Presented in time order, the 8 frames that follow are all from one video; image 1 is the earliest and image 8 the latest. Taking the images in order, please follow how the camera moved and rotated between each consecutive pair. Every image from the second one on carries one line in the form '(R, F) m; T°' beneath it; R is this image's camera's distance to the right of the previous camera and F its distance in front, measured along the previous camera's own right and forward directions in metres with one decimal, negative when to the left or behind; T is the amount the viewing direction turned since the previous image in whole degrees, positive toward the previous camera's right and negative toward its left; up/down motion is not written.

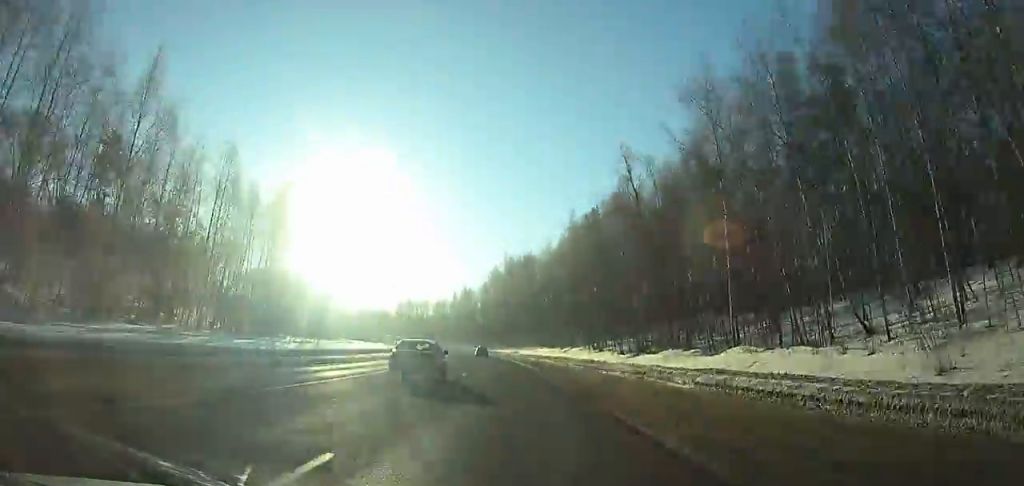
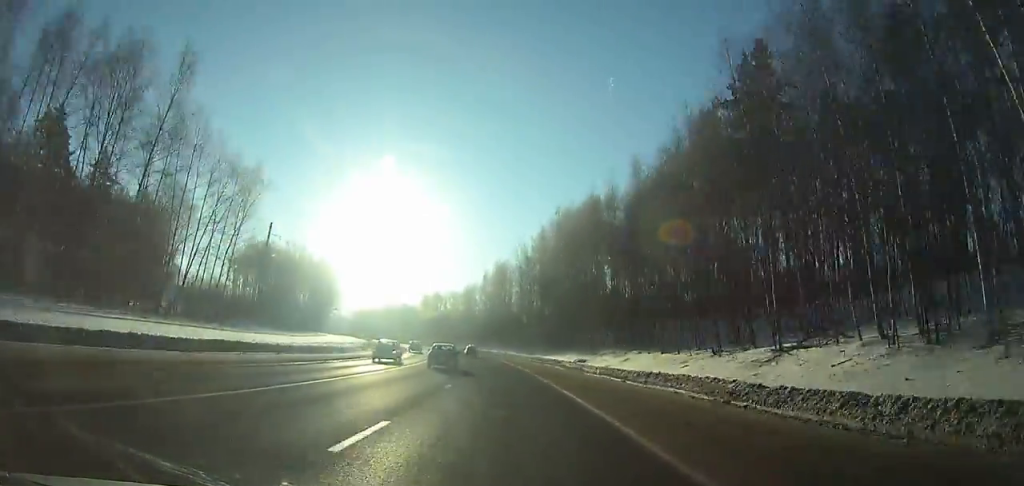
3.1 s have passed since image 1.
(-2.6, +58.0) m; -5°
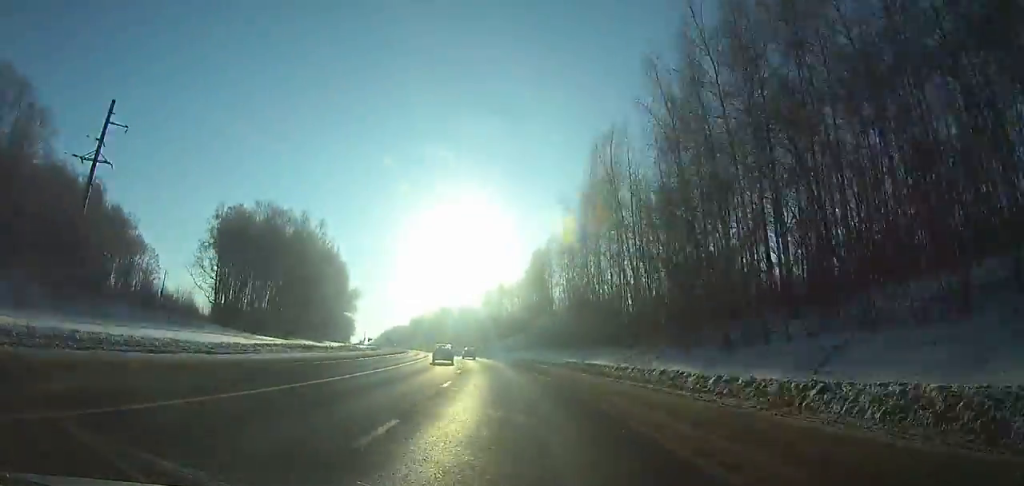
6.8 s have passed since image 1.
(-3.6, +71.6) m; -8°
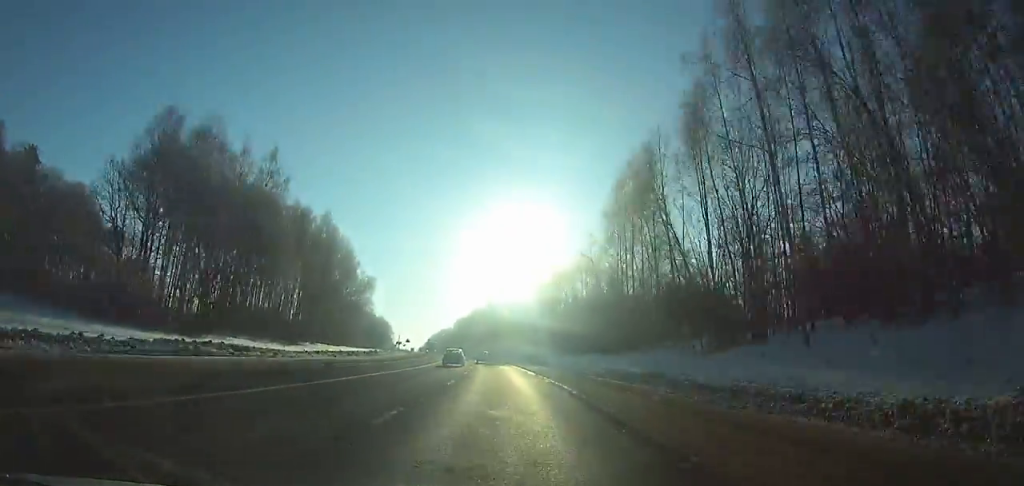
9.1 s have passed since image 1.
(-2.9, +45.3) m; -5°
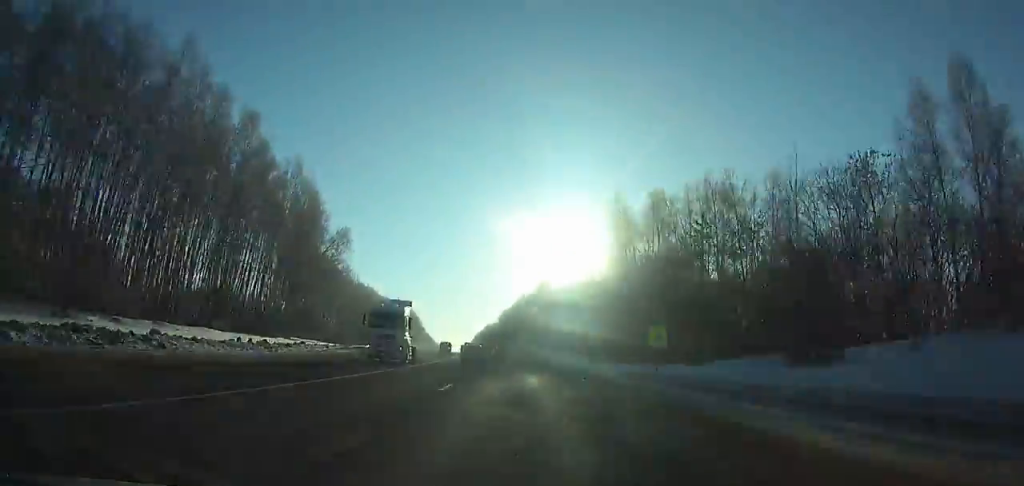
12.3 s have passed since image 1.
(-3.2, +62.8) m; -4°
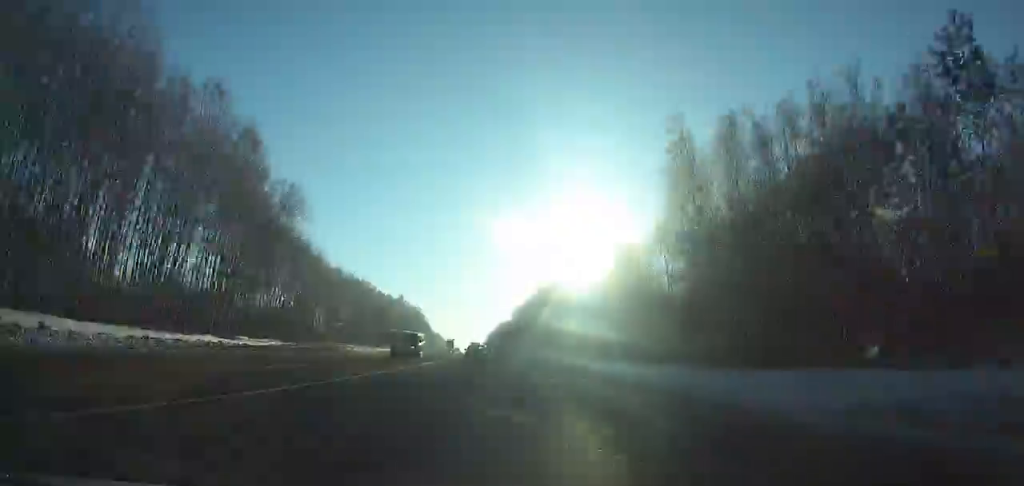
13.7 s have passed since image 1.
(-0.4, +27.2) m; +1°
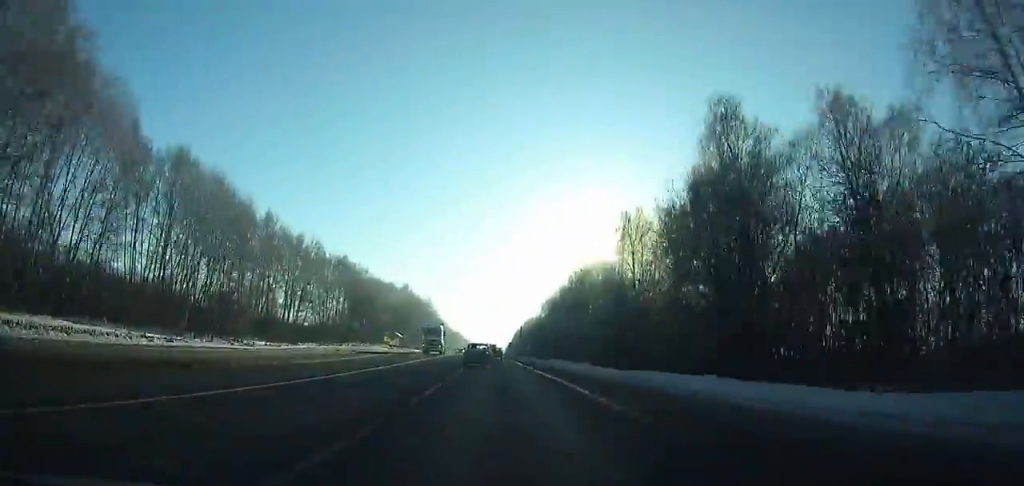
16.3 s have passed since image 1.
(-0.4, +49.7) m; +3°
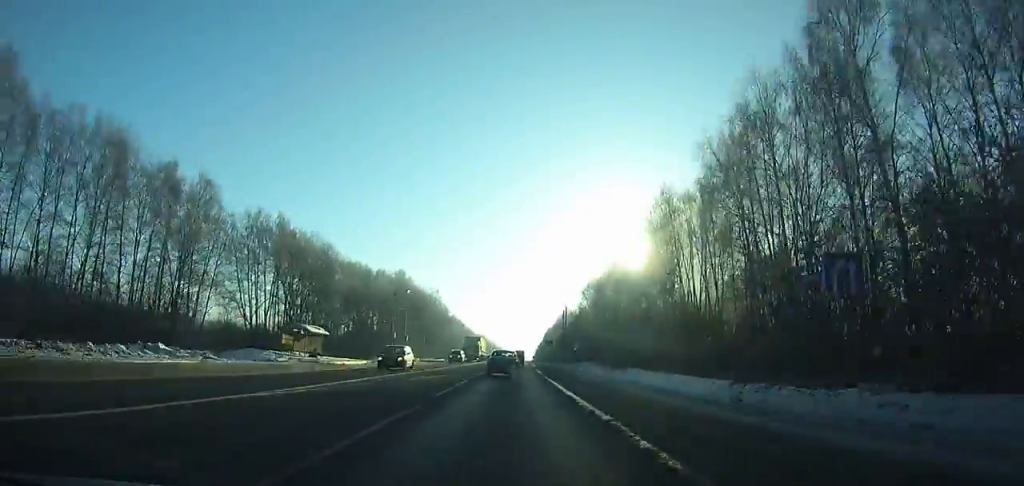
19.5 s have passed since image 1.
(+2.0, +57.4) m; -10°
